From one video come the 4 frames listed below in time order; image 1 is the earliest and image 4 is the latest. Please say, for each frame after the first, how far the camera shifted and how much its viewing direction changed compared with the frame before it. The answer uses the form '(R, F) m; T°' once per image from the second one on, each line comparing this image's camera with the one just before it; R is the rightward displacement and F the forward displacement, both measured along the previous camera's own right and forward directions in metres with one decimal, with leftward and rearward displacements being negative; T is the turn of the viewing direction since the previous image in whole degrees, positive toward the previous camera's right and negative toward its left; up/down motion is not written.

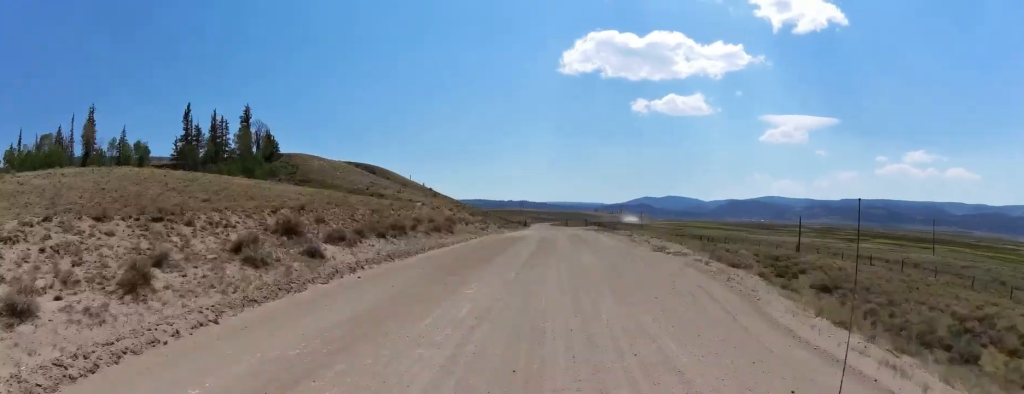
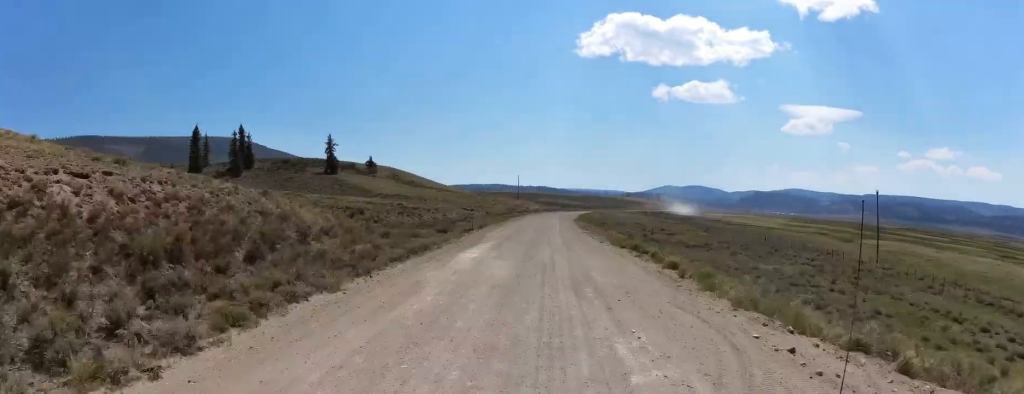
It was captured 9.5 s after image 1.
(+3.4, +160.0) m; +3°
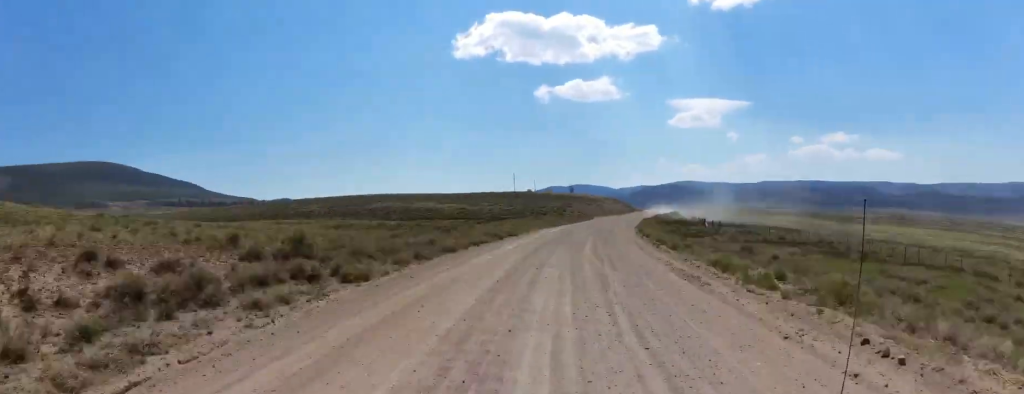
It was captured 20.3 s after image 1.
(+20.7, +176.6) m; +15°
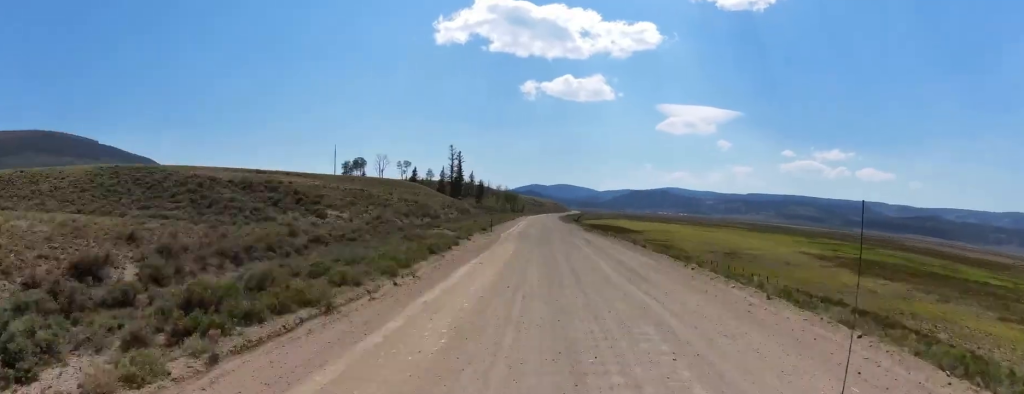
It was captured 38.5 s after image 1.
(+8.2, +309.1) m; -3°
